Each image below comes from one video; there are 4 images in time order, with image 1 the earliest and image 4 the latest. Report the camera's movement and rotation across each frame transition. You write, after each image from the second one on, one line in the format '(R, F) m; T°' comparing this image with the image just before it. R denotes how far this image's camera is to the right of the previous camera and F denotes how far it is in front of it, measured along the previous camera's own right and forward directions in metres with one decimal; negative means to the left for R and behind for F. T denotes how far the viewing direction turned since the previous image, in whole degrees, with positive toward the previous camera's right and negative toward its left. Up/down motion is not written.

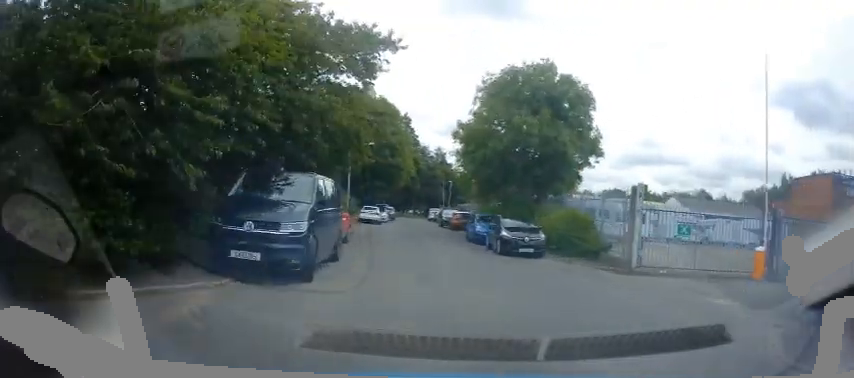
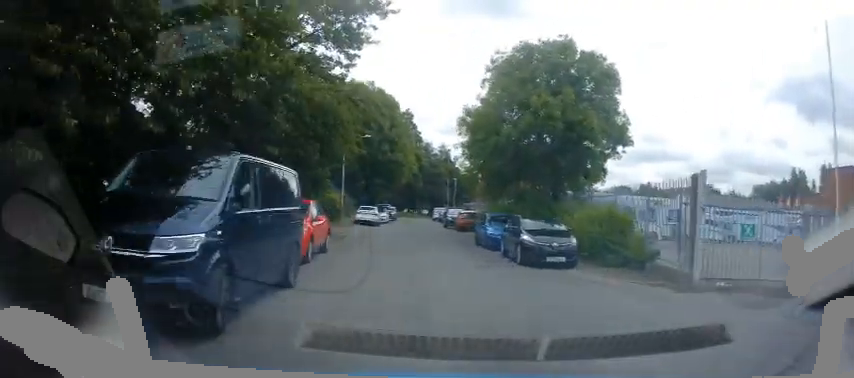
(+0.1, +3.7) m; -13°
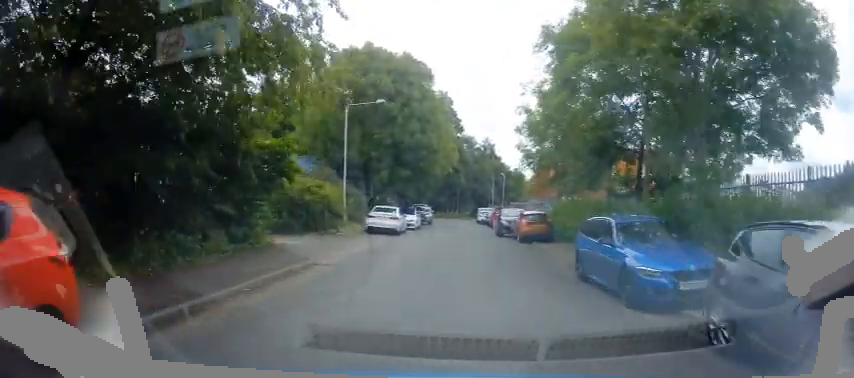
(-4.2, +10.5) m; -28°
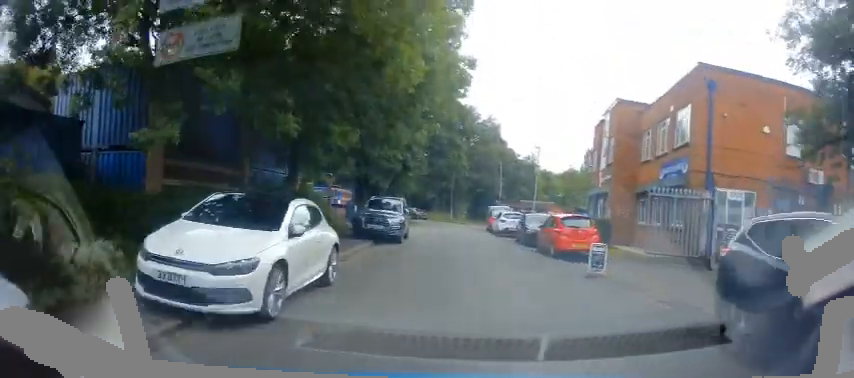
(+1.6, +25.0) m; +5°
